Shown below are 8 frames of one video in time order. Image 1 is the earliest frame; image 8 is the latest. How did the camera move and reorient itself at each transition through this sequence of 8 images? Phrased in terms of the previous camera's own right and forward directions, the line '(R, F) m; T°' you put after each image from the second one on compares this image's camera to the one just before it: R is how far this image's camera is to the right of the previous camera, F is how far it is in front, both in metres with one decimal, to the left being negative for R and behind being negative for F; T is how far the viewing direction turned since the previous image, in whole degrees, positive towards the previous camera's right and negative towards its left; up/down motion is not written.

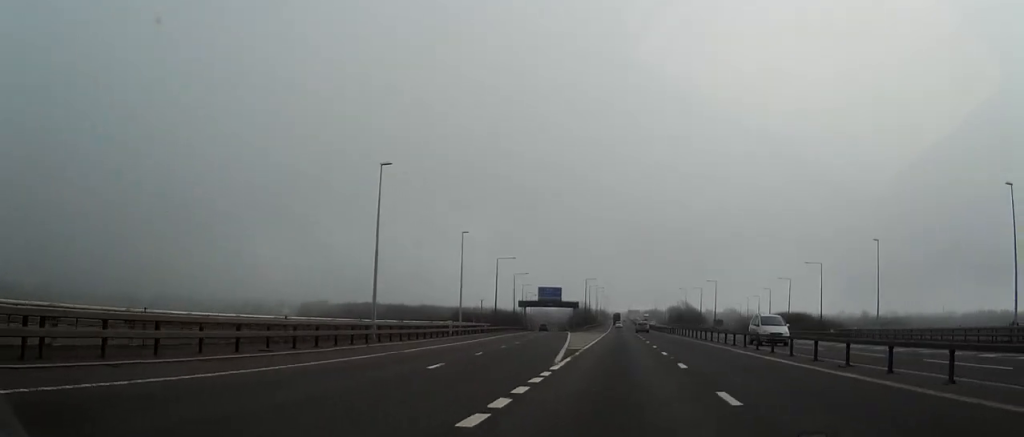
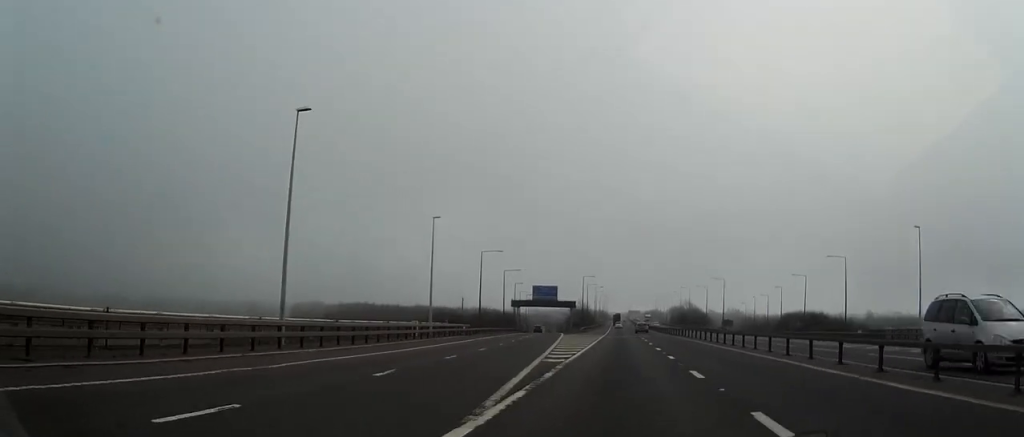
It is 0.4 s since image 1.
(0.0, +11.9) m; 0°
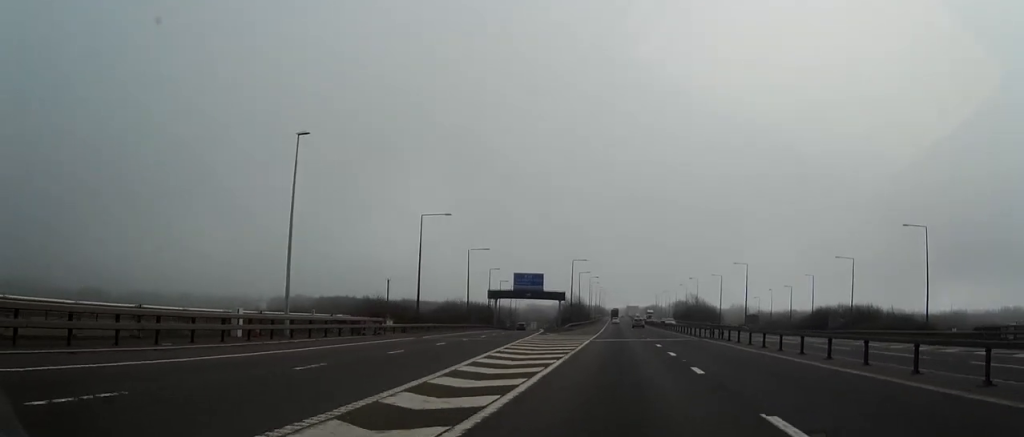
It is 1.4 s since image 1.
(-0.1, +27.5) m; 0°
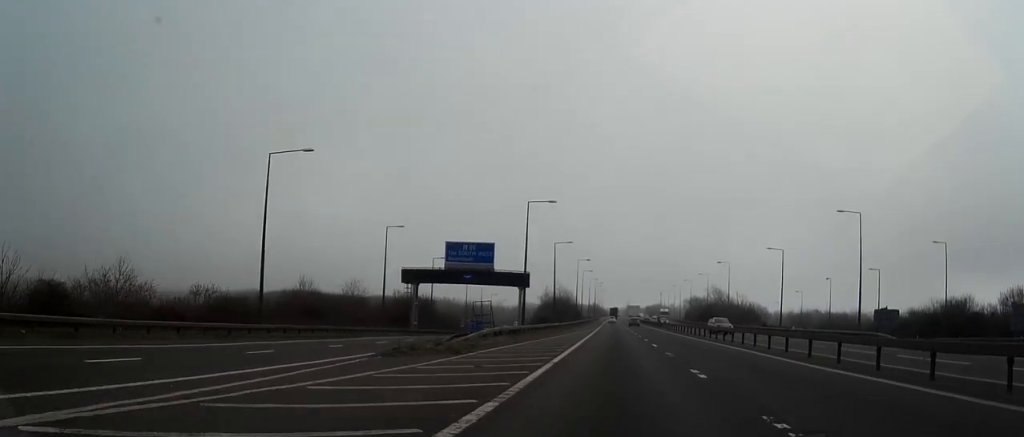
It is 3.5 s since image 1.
(+0.3, +55.9) m; +1°
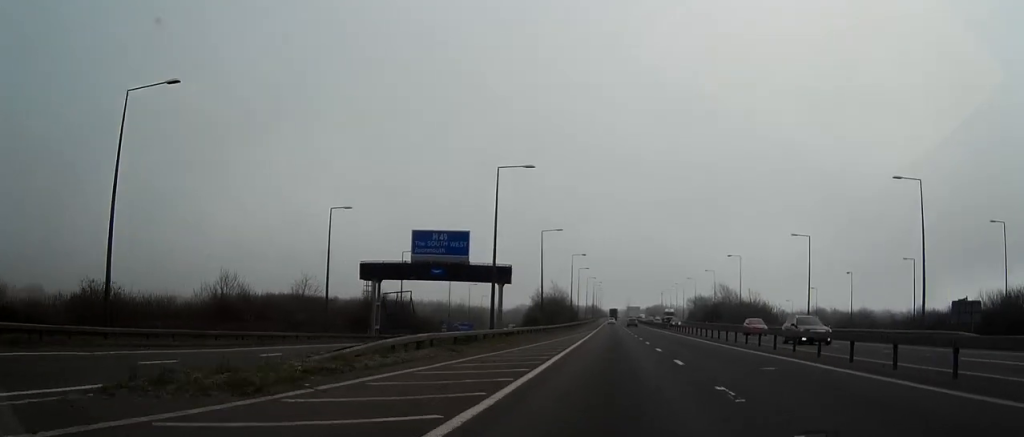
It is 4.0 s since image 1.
(+0.1, +13.7) m; 0°
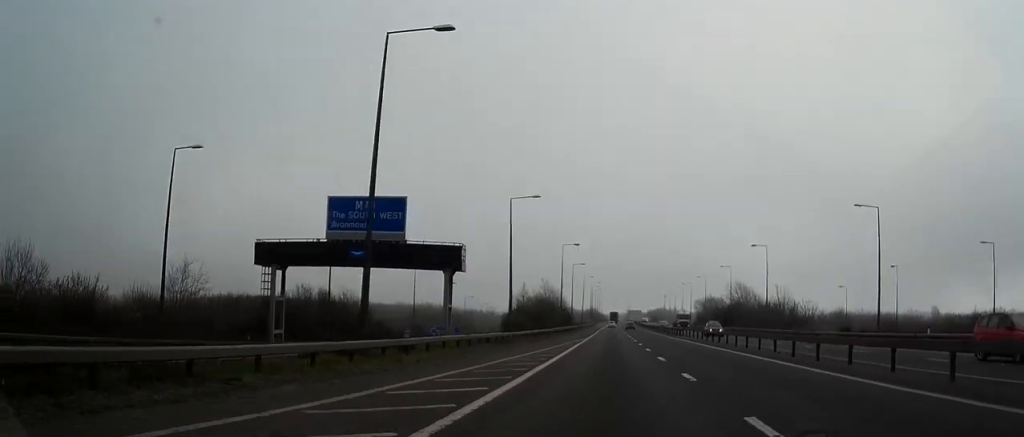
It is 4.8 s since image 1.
(0.0, +22.0) m; 0°
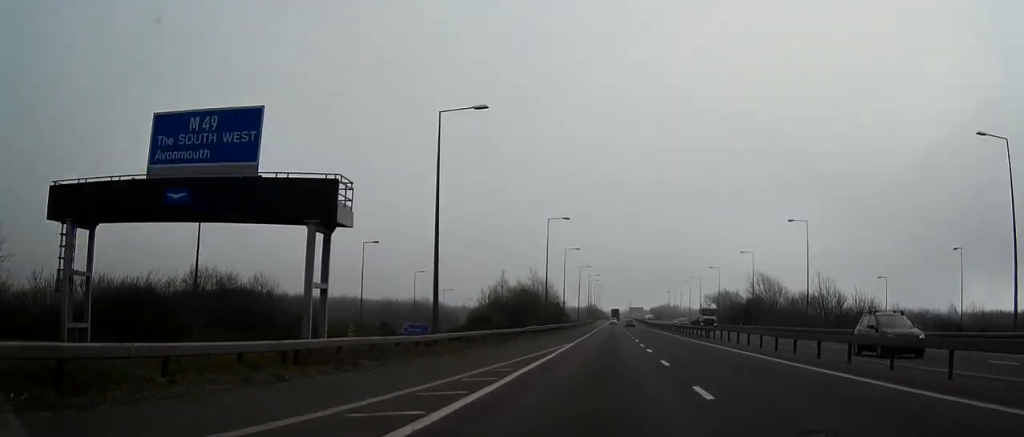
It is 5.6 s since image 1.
(-0.1, +22.0) m; 0°
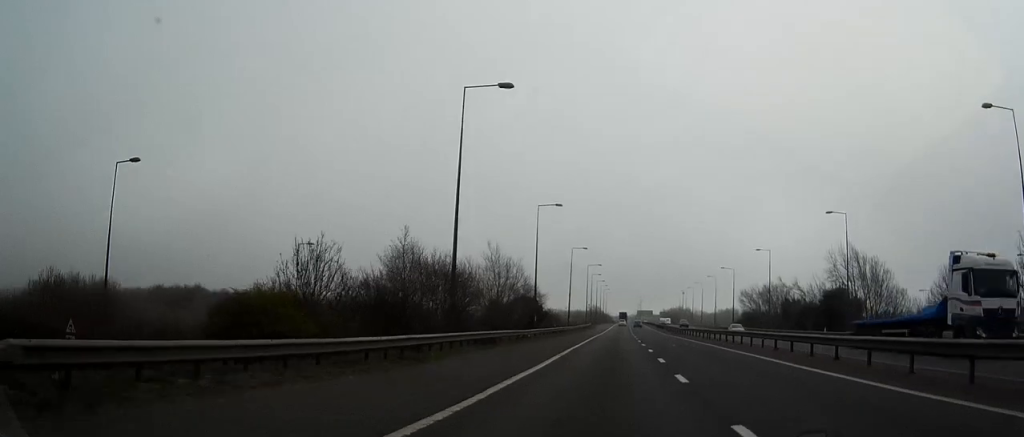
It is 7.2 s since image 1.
(0.0, +45.8) m; 0°
